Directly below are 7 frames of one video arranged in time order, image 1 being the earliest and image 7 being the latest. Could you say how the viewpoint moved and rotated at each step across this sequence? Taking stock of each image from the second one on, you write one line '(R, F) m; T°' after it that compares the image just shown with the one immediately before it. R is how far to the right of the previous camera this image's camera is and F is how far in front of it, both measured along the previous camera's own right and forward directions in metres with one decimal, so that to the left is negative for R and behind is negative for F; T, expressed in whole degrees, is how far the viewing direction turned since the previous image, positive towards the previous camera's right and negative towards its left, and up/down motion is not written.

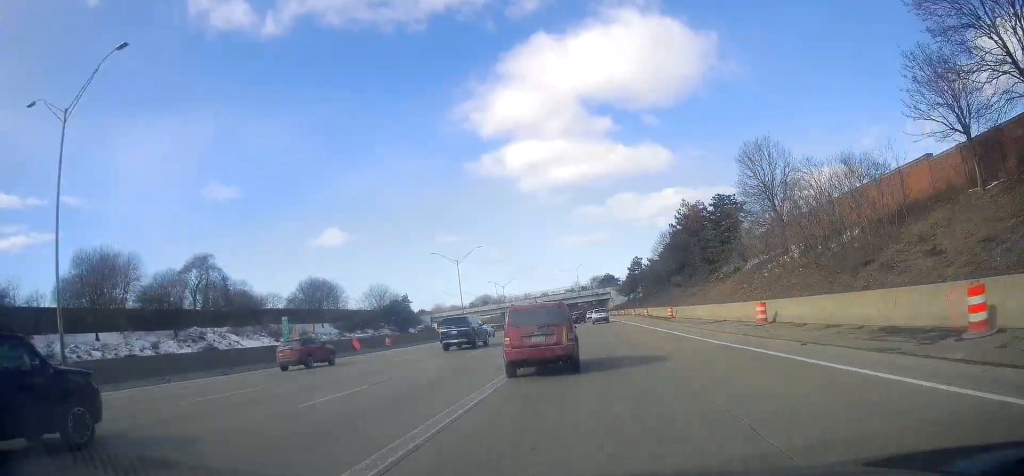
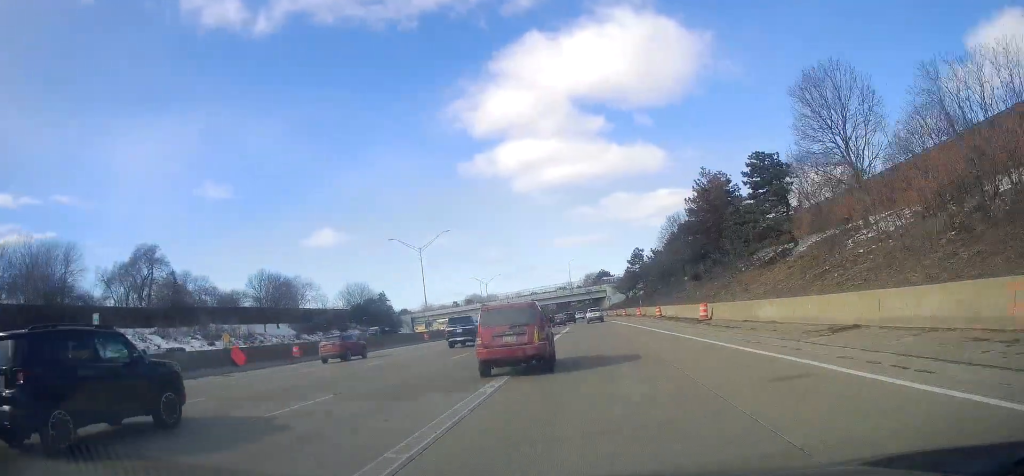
(0.0, +18.1) m; -1°
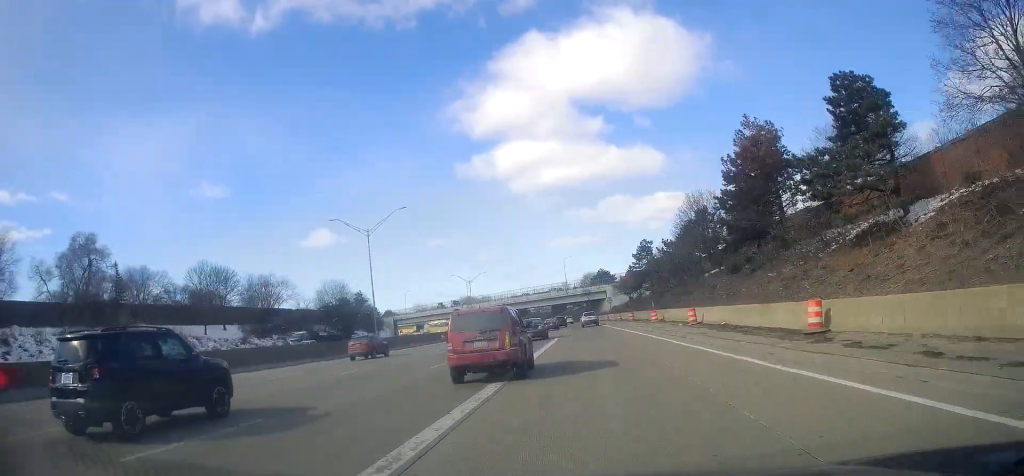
(-0.7, +19.0) m; +1°
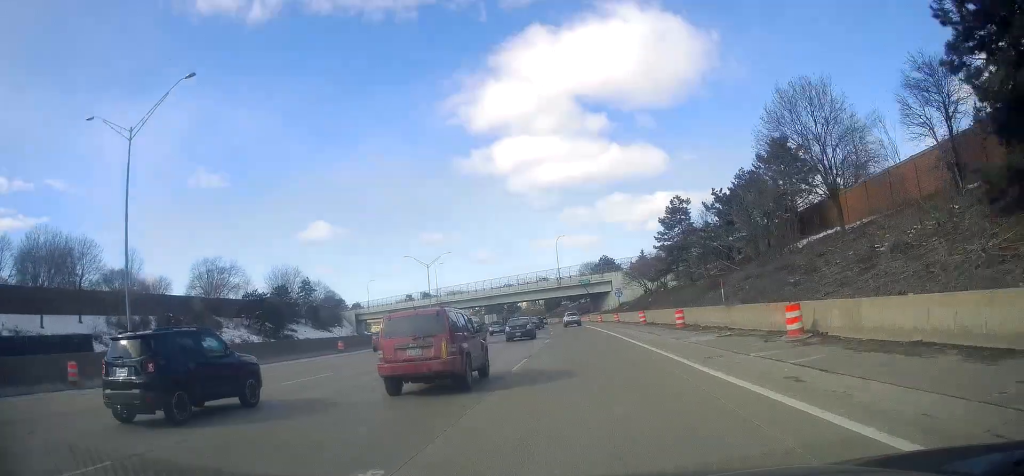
(+1.3, +35.9) m; -1°
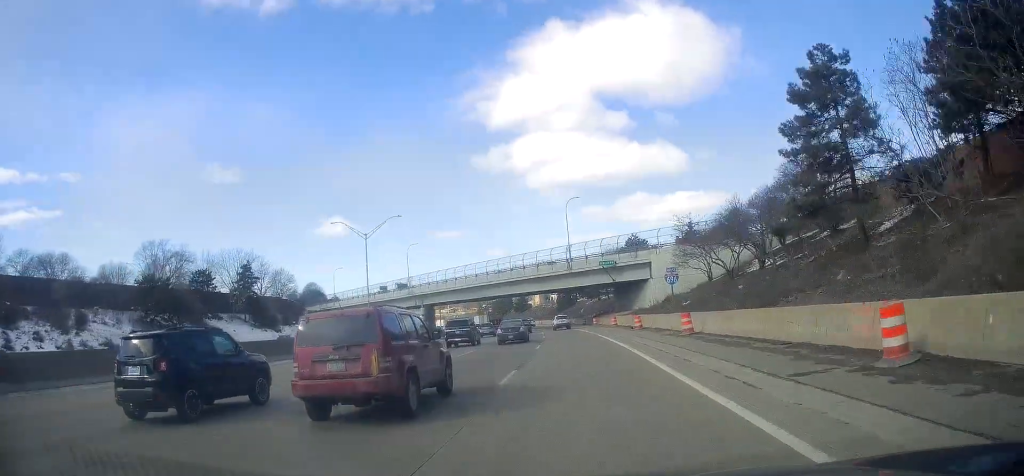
(-1.8, +37.0) m; -3°
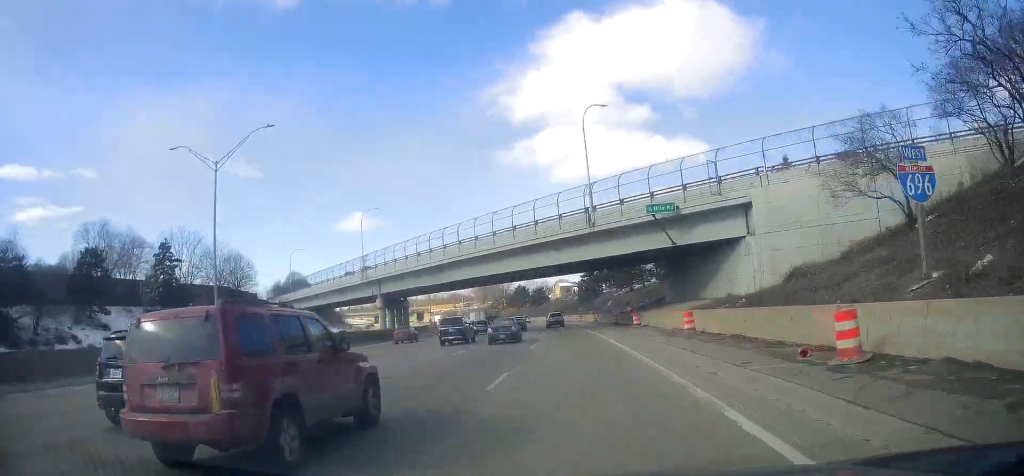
(-0.1, +32.8) m; -2°
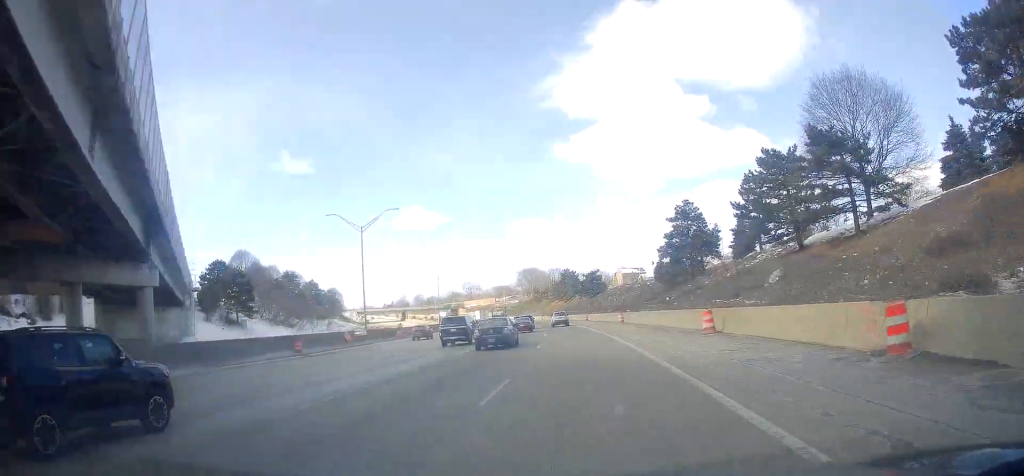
(-4.5, +64.4) m; -7°
